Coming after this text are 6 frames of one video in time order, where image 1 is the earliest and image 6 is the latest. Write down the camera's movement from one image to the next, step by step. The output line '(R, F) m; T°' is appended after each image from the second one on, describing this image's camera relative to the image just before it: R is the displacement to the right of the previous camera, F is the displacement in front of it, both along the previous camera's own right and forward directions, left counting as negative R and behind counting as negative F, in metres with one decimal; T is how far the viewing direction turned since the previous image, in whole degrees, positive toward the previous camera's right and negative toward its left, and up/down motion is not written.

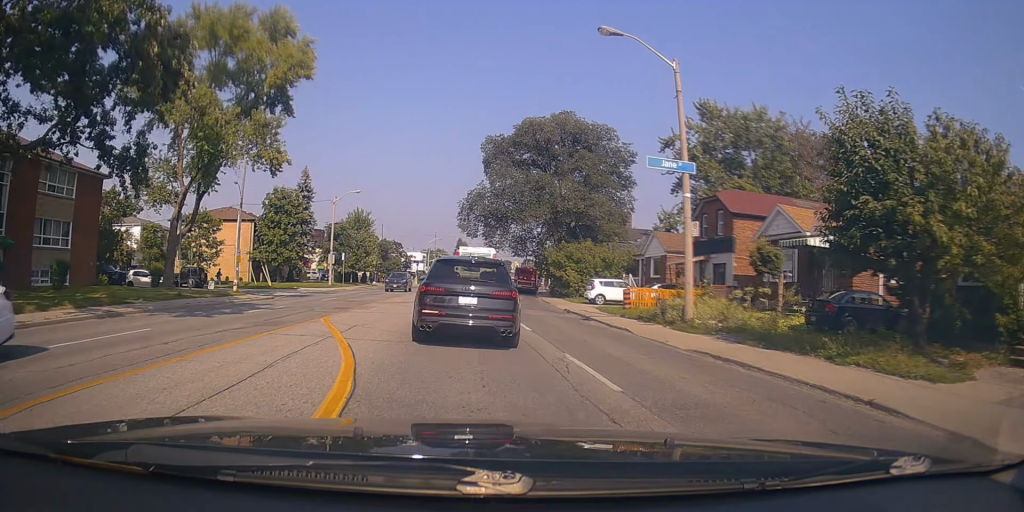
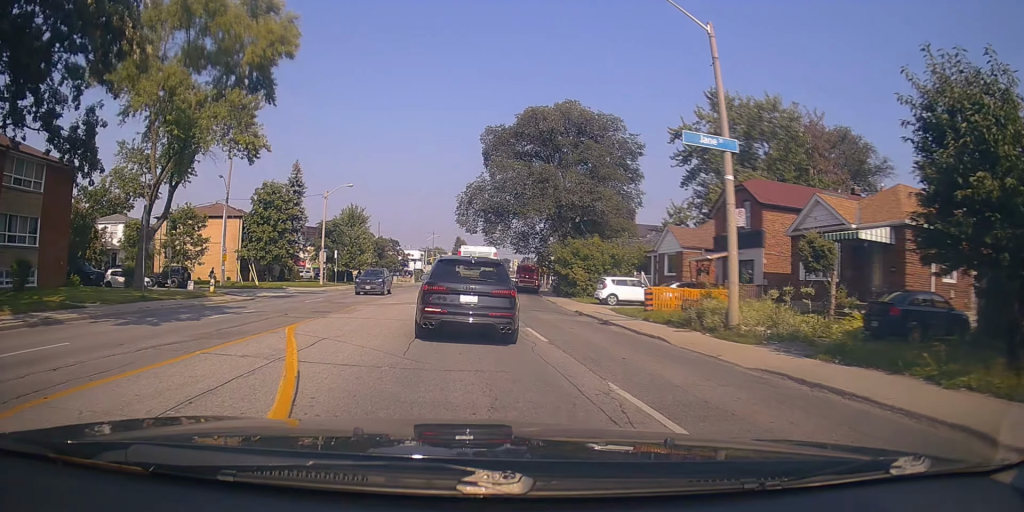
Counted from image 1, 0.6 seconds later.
(+0.3, +3.2) m; +4°
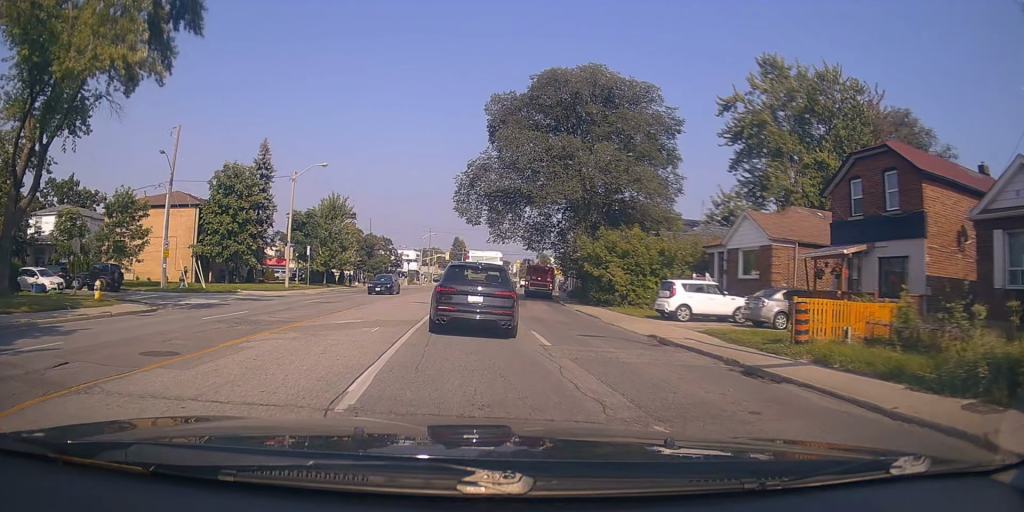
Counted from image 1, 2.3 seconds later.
(+0.4, +10.8) m; -2°
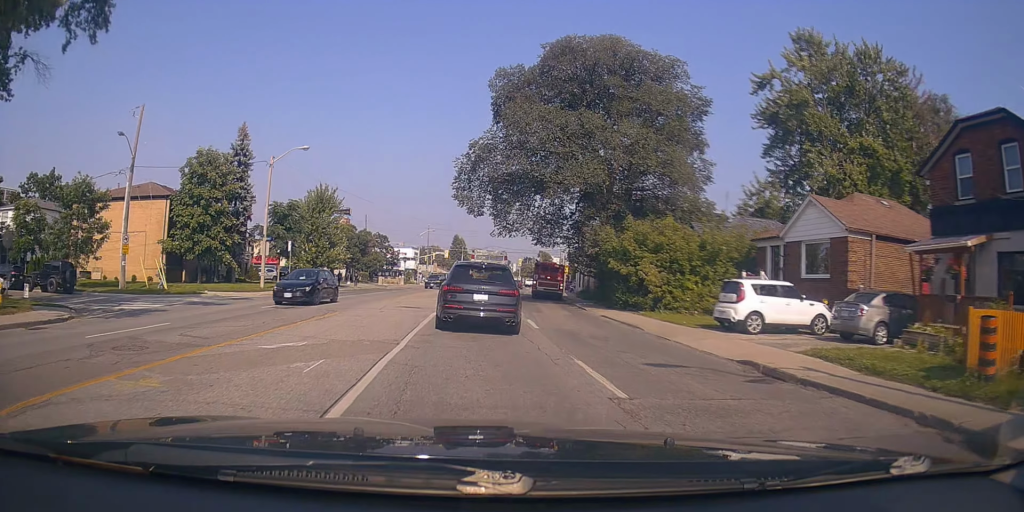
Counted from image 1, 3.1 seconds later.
(-0.4, +5.4) m; -2°
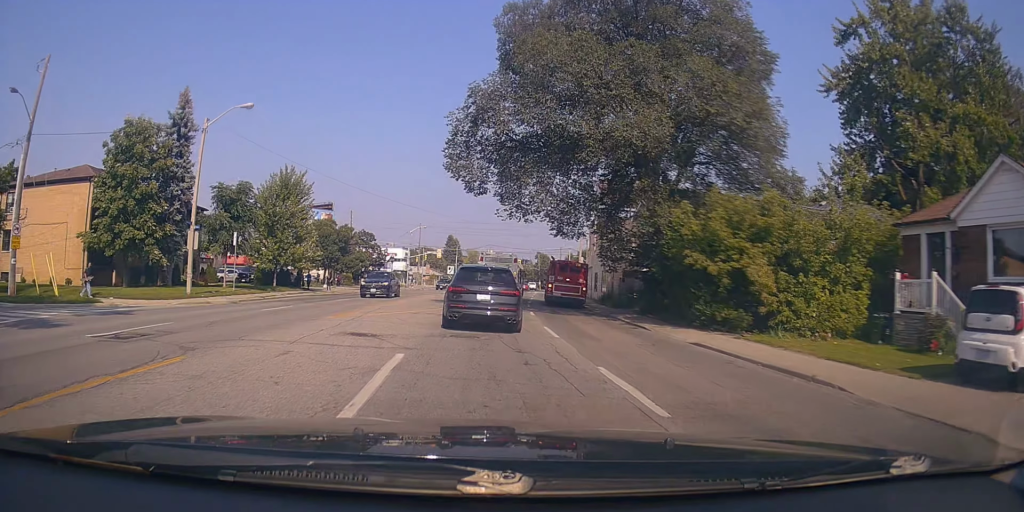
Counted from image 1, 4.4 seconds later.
(+0.4, +10.4) m; +2°
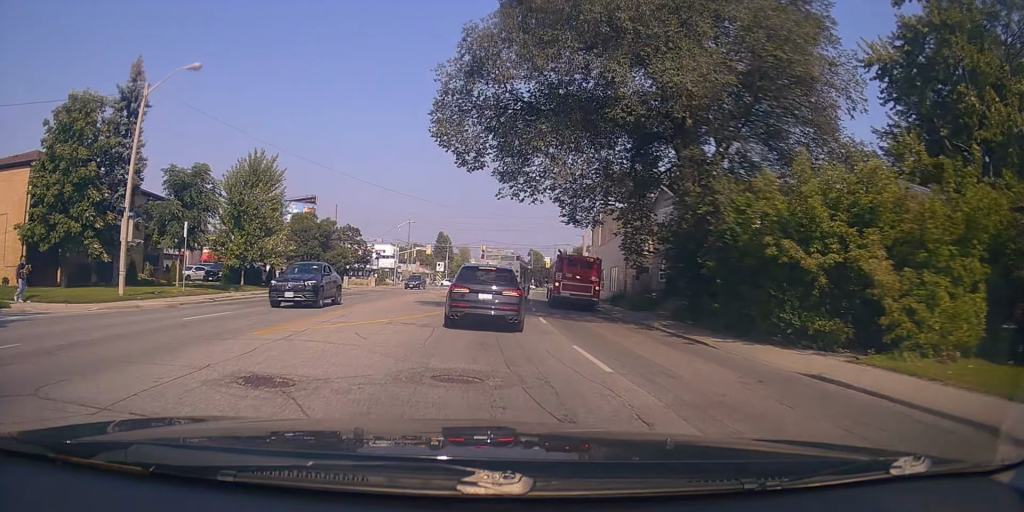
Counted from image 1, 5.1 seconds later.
(+0.1, +5.4) m; -1°
